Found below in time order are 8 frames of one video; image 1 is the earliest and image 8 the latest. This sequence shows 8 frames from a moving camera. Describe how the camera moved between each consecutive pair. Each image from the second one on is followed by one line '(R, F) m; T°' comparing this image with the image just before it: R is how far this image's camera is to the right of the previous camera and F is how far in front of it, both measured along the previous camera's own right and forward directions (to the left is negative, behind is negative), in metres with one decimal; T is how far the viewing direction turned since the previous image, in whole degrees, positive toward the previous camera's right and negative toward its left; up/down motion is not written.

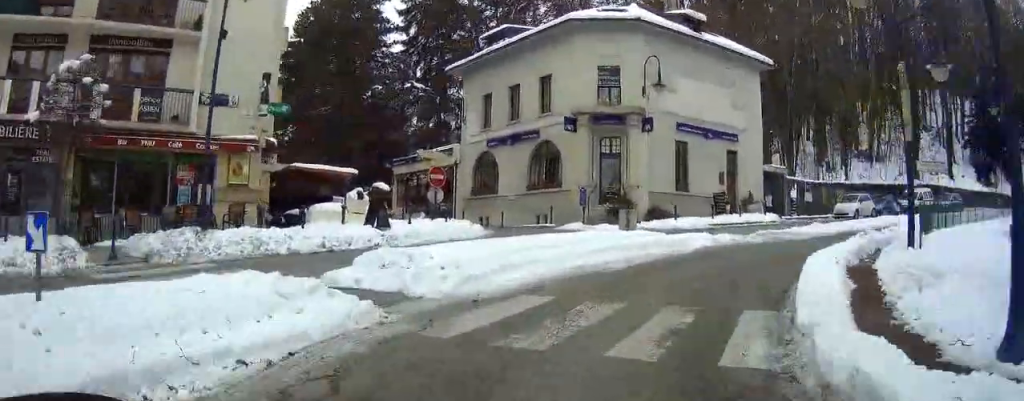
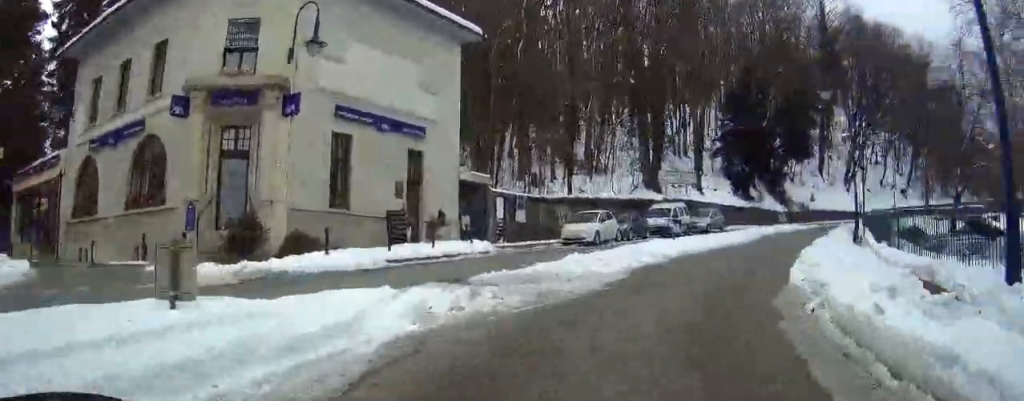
(+2.0, +9.8) m; +17°
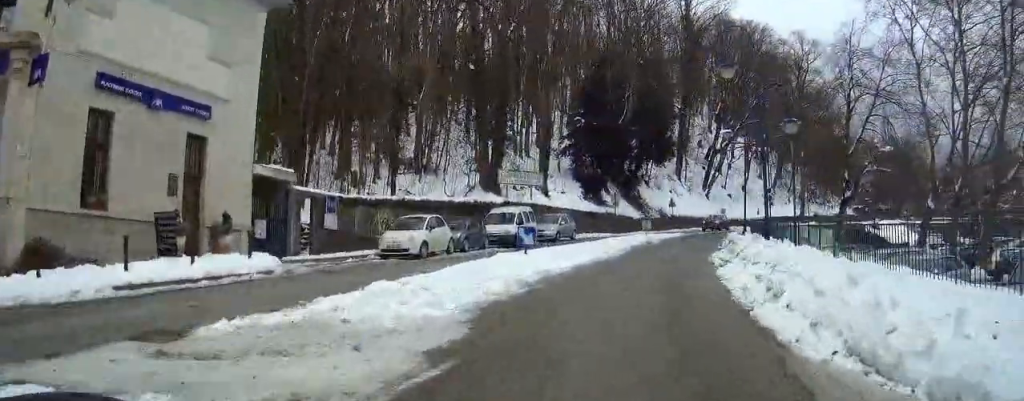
(0.0, +5.2) m; +4°
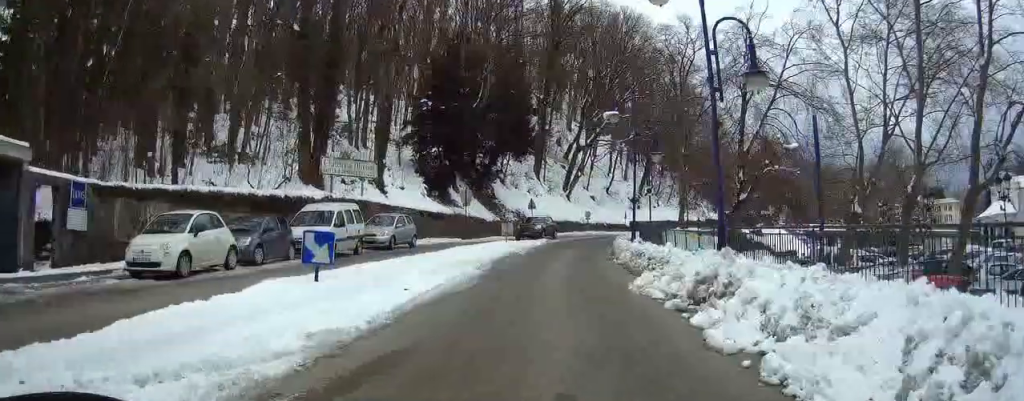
(+0.7, +7.7) m; +16°
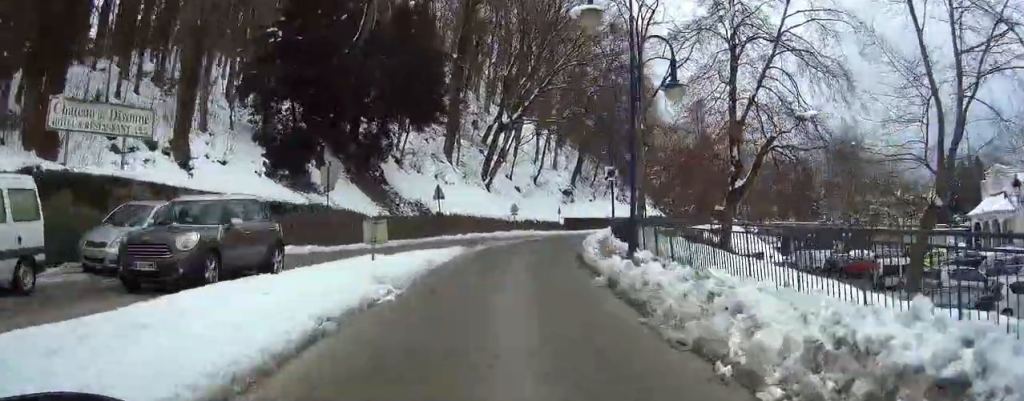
(+3.1, +14.9) m; +14°
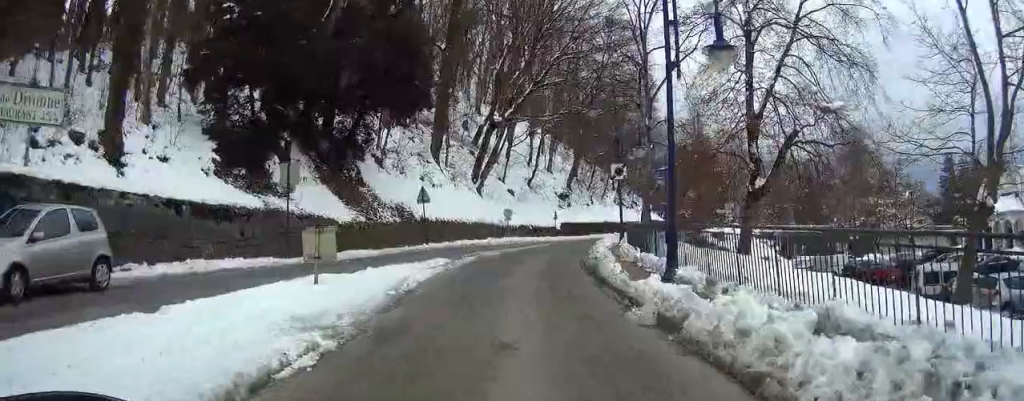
(0.0, +4.3) m; +1°
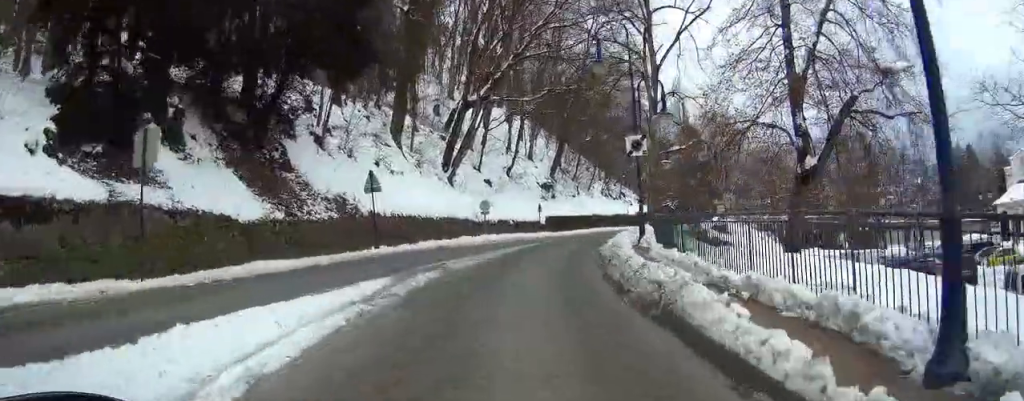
(+0.1, +8.0) m; +2°
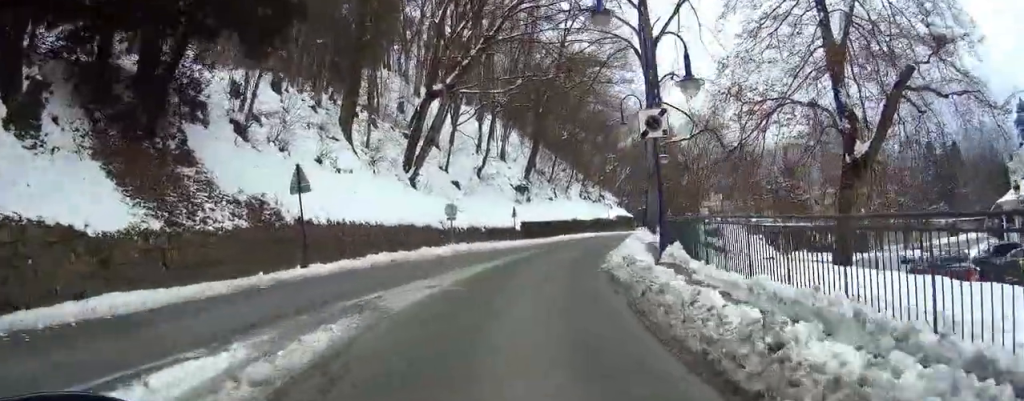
(+0.2, +6.2) m; +2°
